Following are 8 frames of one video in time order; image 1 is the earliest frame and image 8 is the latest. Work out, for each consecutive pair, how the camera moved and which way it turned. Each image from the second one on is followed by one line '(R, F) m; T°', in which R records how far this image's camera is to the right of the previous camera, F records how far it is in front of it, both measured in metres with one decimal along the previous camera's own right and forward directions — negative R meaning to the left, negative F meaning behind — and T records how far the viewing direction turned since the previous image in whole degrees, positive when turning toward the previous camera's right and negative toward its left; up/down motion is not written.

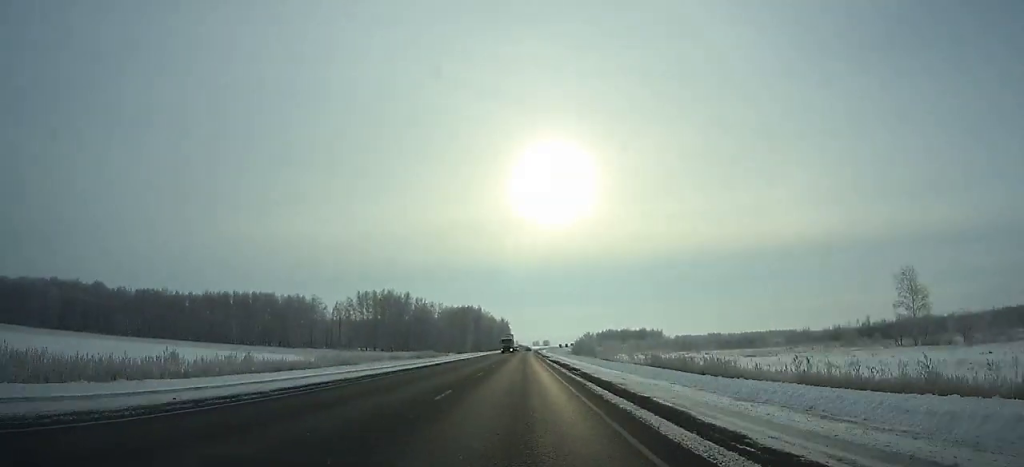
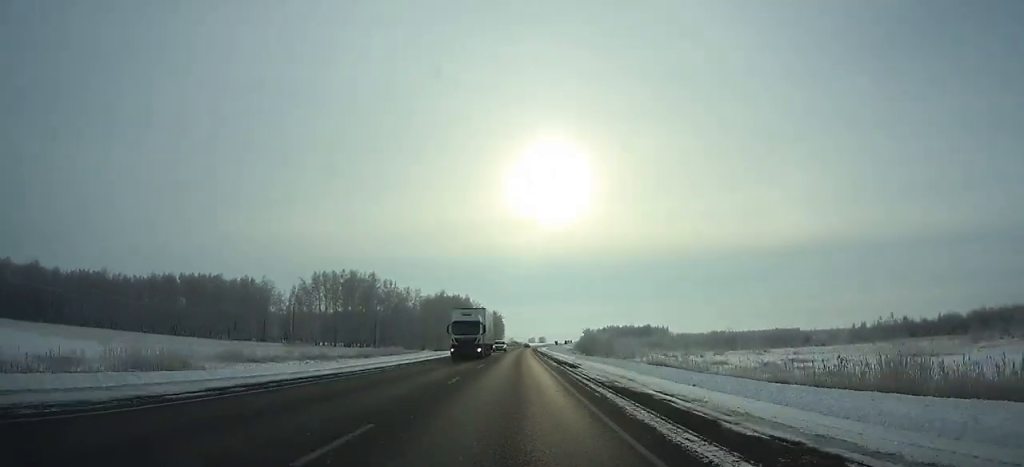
(0.0, +44.3) m; 0°
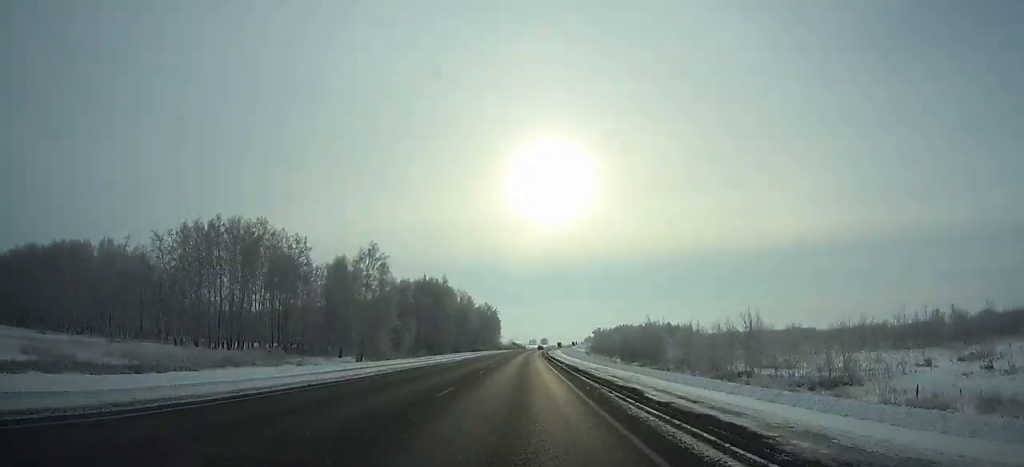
(+0.4, +74.8) m; +1°
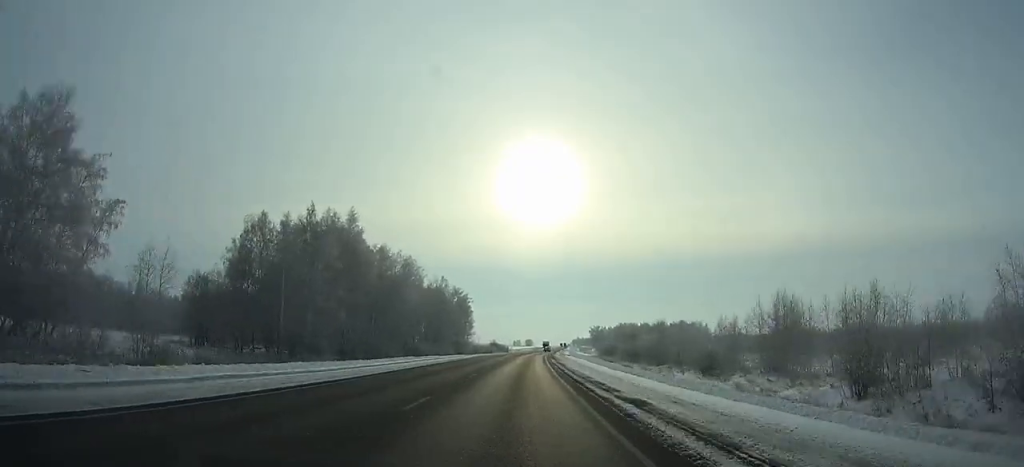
(+1.2, +86.0) m; +2°
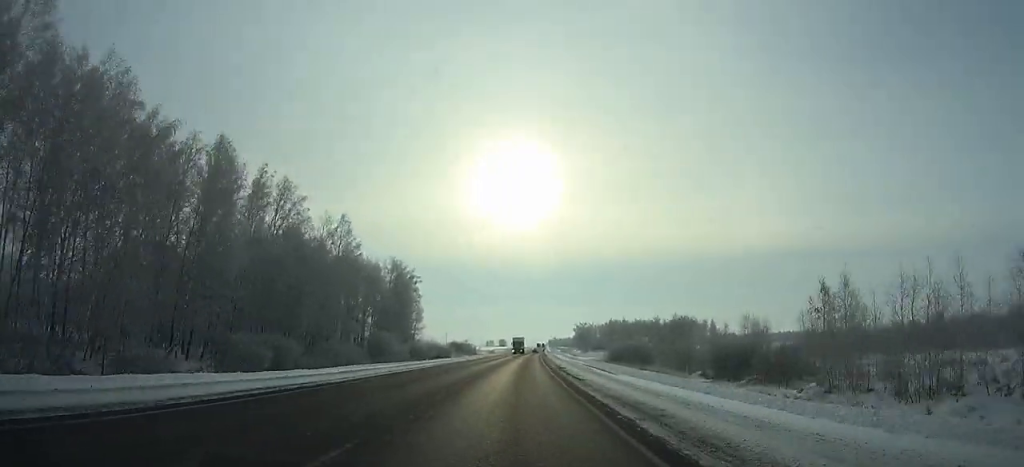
(+1.1, +66.6) m; +1°
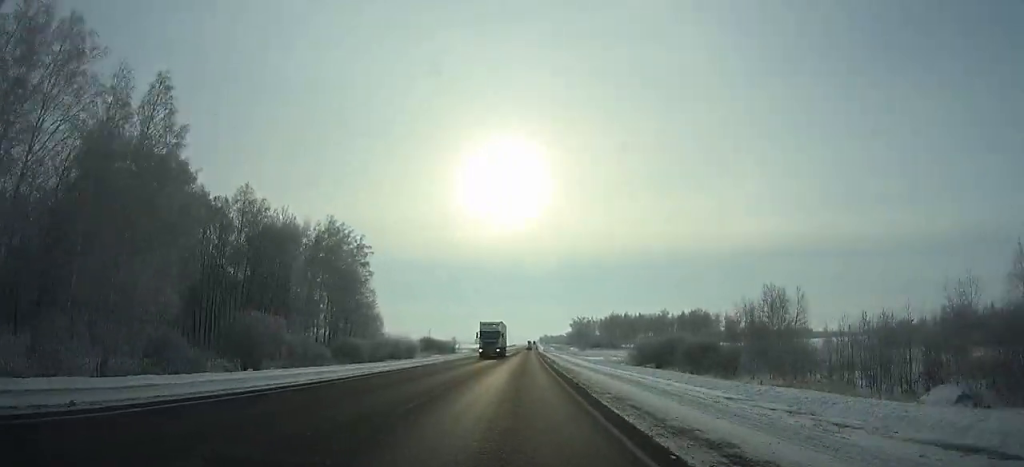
(+0.3, +41.7) m; +1°
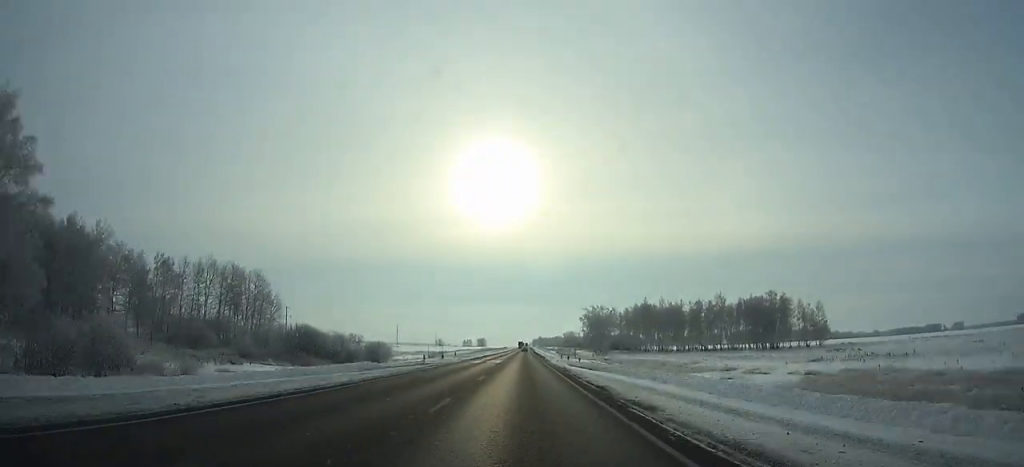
(+0.5, +94.6) m; +1°
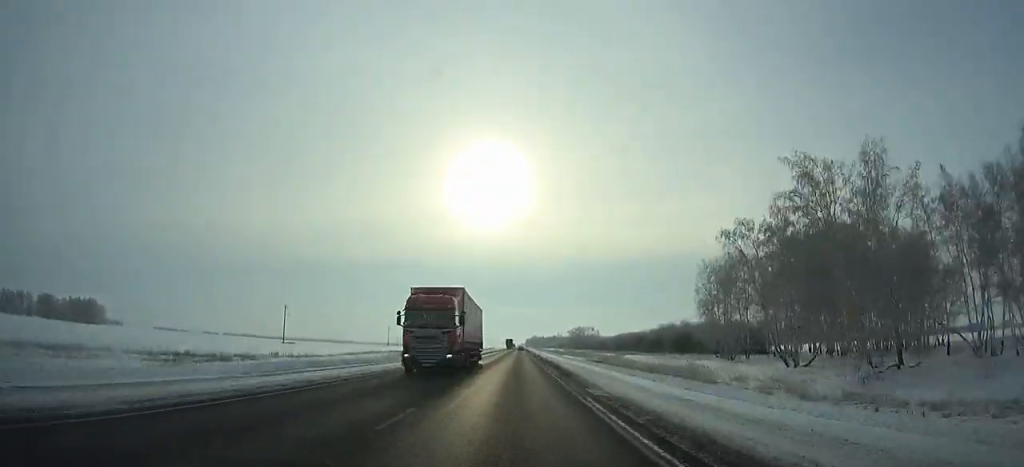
(+1.2, +171.0) m; 0°
